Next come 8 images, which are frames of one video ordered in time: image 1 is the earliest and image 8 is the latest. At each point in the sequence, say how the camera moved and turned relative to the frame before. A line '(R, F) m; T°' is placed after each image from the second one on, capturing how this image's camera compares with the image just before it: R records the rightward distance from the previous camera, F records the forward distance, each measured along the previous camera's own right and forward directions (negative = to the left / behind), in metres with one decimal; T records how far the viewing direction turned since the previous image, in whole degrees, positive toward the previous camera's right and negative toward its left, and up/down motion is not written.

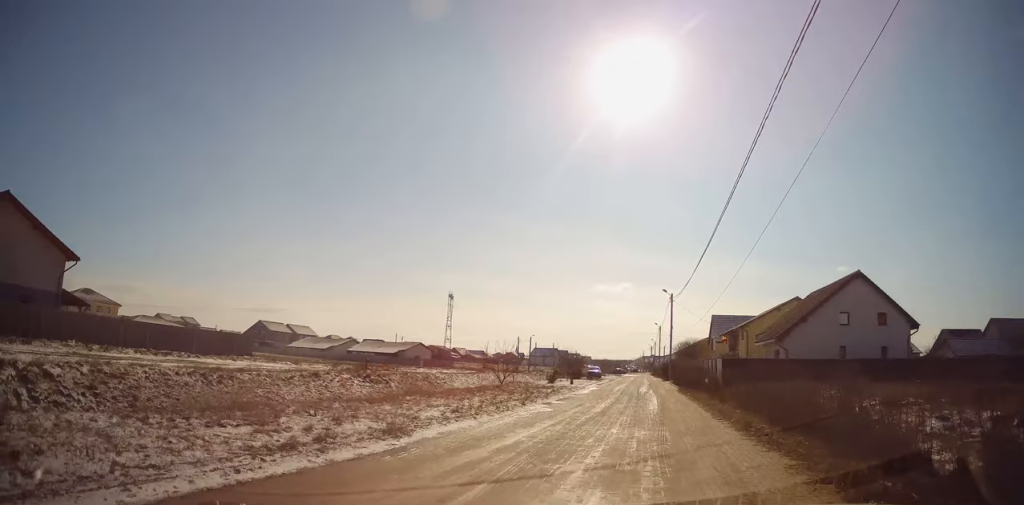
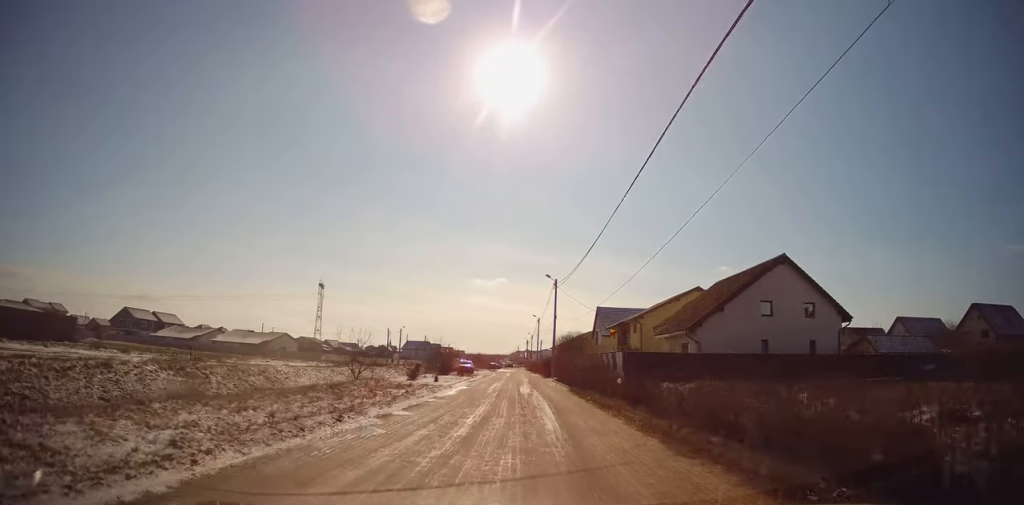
(+0.7, +7.0) m; +6°
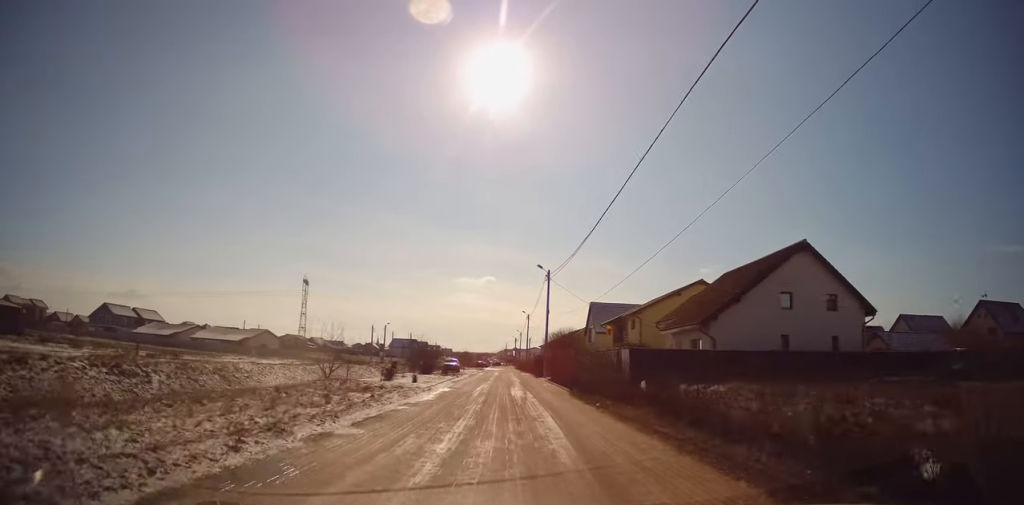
(+0.1, +3.6) m; +1°
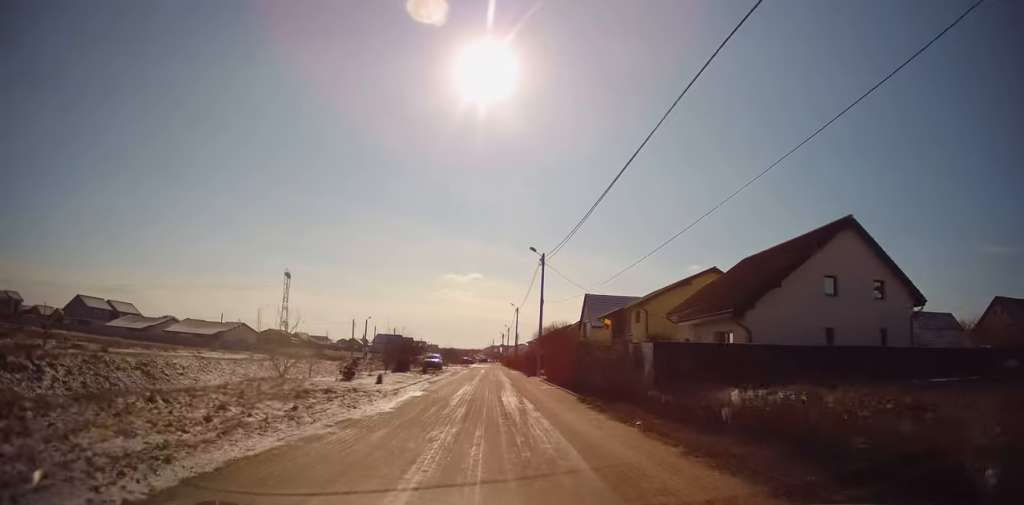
(-0.1, +5.1) m; +1°
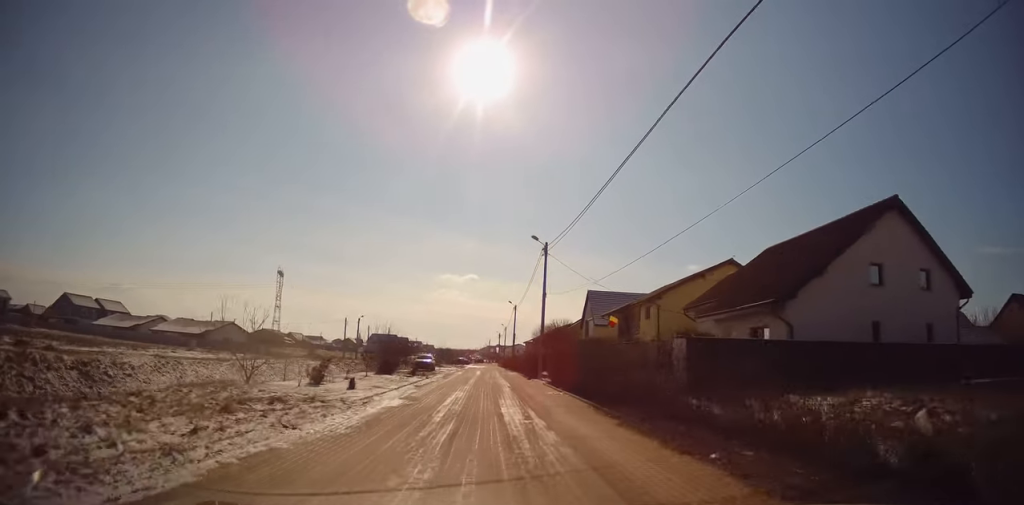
(0.0, +3.6) m; +1°
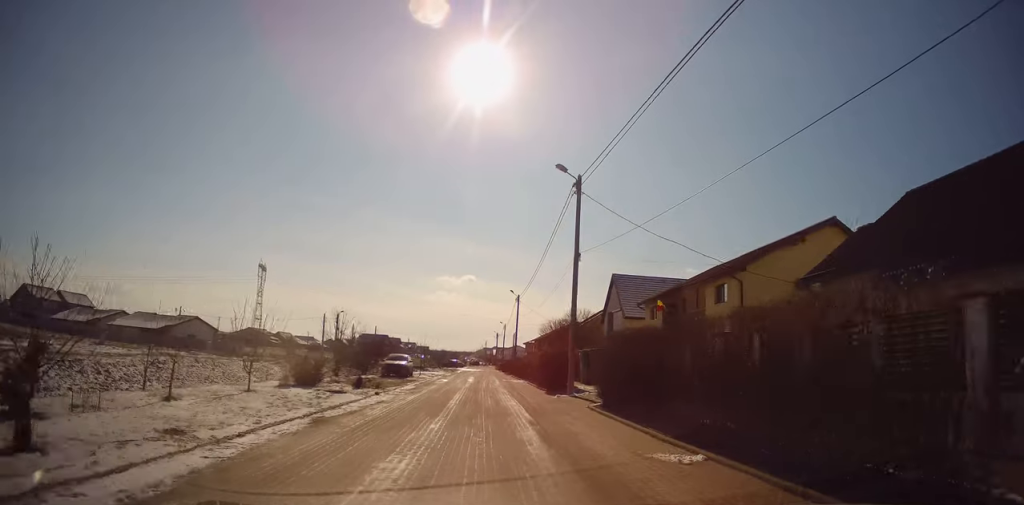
(+0.2, +13.4) m; +1°
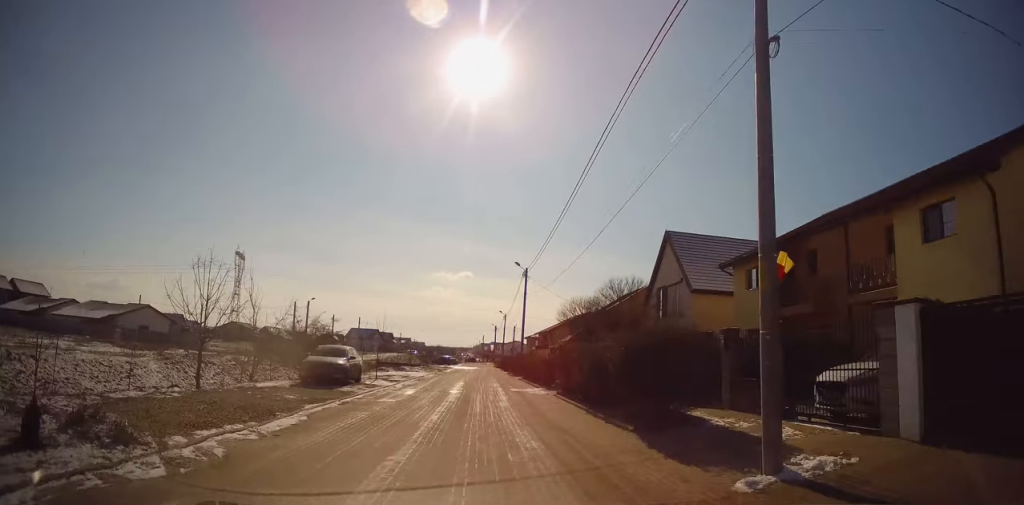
(+0.2, +14.5) m; 0°
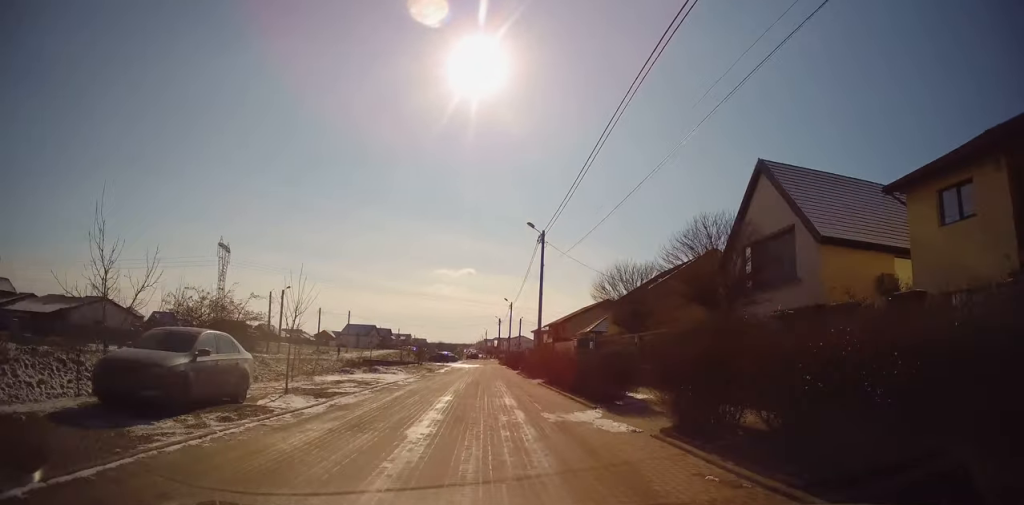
(-0.2, +11.5) m; 0°
